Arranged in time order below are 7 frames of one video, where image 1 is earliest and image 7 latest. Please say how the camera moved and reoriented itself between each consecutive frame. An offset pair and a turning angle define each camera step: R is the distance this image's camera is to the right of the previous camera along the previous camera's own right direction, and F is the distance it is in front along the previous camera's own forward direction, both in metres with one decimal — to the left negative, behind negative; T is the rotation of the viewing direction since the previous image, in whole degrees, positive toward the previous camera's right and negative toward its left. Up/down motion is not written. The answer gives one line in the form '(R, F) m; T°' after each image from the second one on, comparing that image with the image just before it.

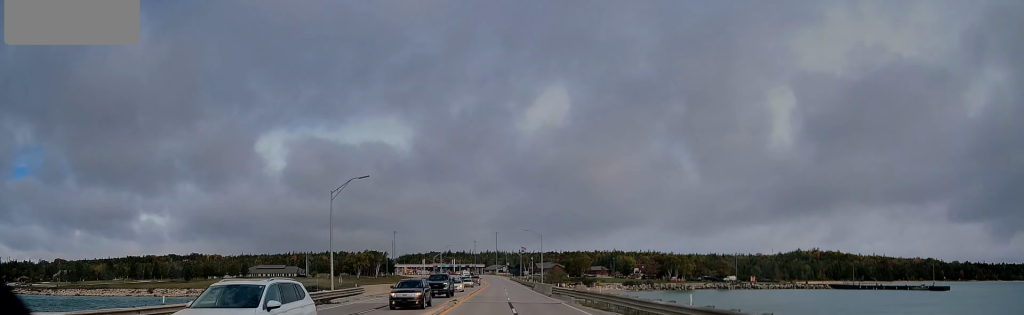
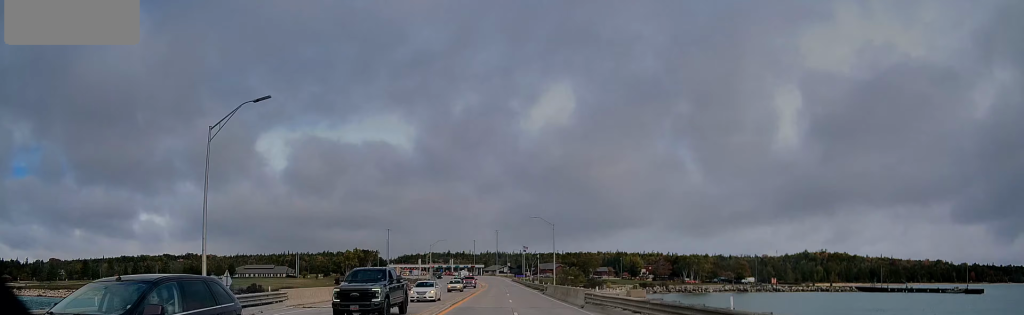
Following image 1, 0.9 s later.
(-0.2, +19.9) m; -1°
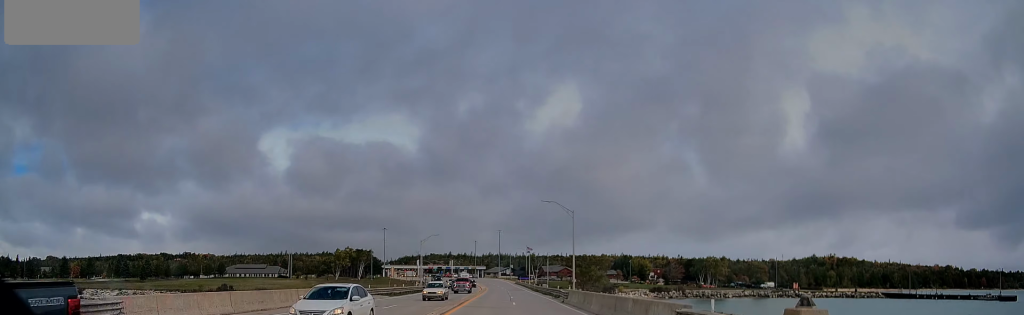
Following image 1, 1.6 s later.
(0.0, +17.5) m; -1°
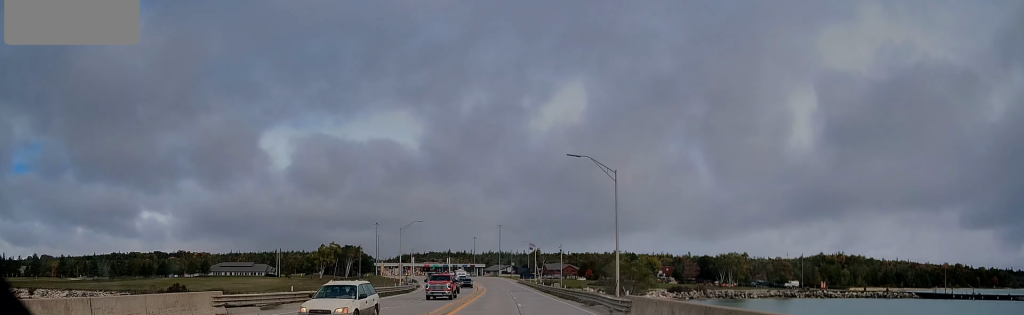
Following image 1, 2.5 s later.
(-0.4, +19.6) m; 0°
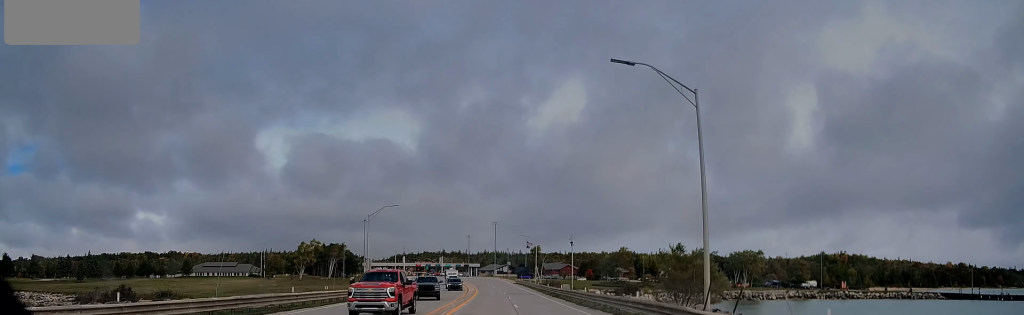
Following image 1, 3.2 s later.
(+0.2, +16.6) m; +1°
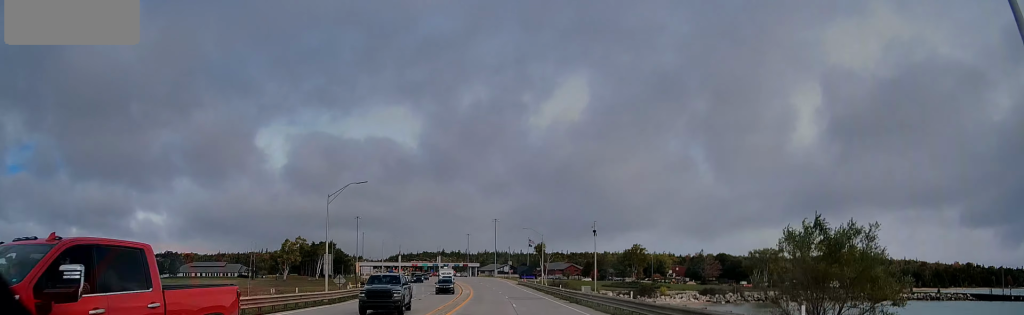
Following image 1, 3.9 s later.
(+0.2, +13.8) m; +1°
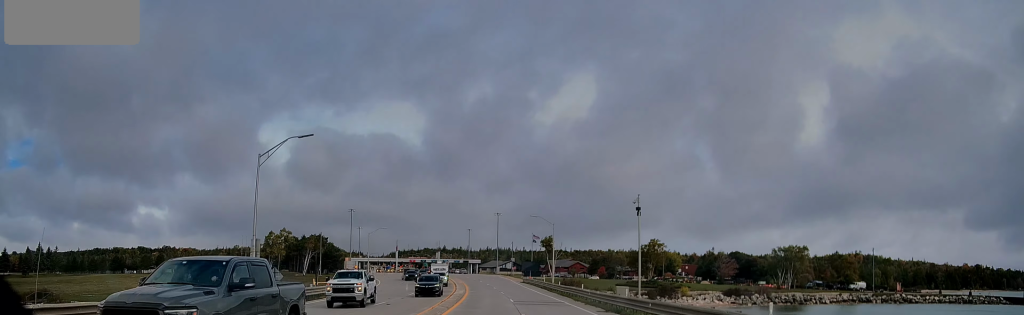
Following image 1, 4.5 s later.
(+0.2, +15.2) m; -1°
